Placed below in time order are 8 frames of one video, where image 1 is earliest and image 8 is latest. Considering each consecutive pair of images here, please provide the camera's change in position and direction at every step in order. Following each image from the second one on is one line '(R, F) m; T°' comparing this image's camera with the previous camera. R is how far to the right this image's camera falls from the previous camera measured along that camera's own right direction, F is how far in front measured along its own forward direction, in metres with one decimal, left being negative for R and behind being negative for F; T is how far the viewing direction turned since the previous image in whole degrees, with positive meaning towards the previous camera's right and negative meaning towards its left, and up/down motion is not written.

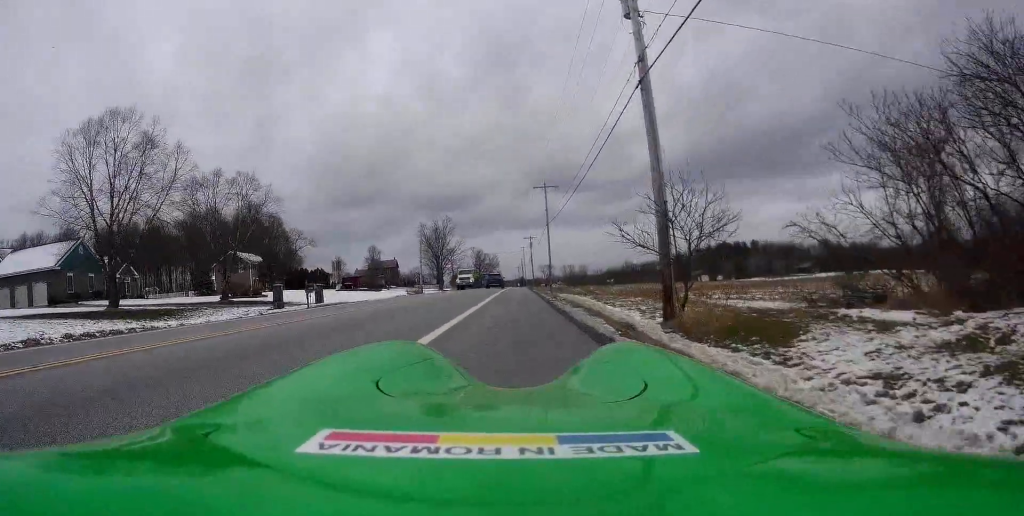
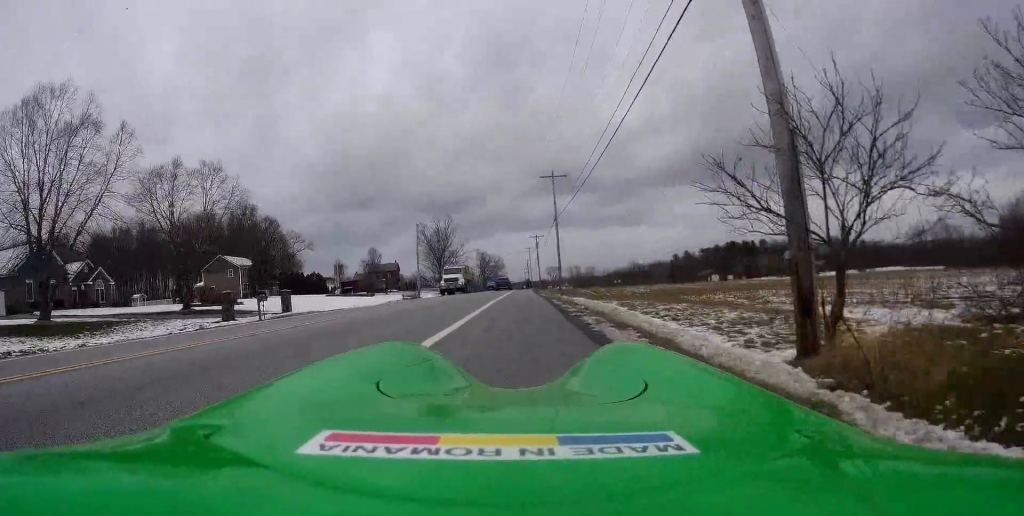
(-0.1, +6.7) m; 0°
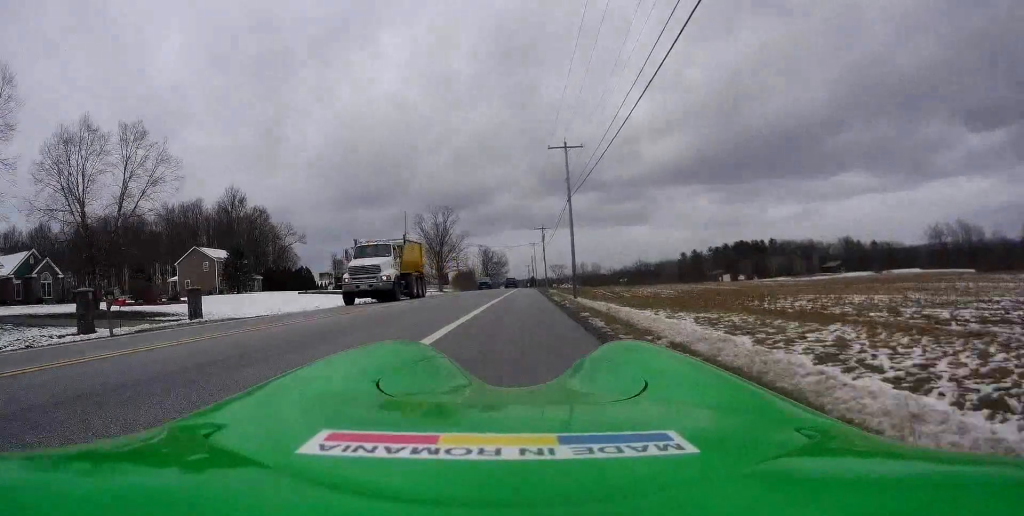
(+0.2, +11.0) m; 0°
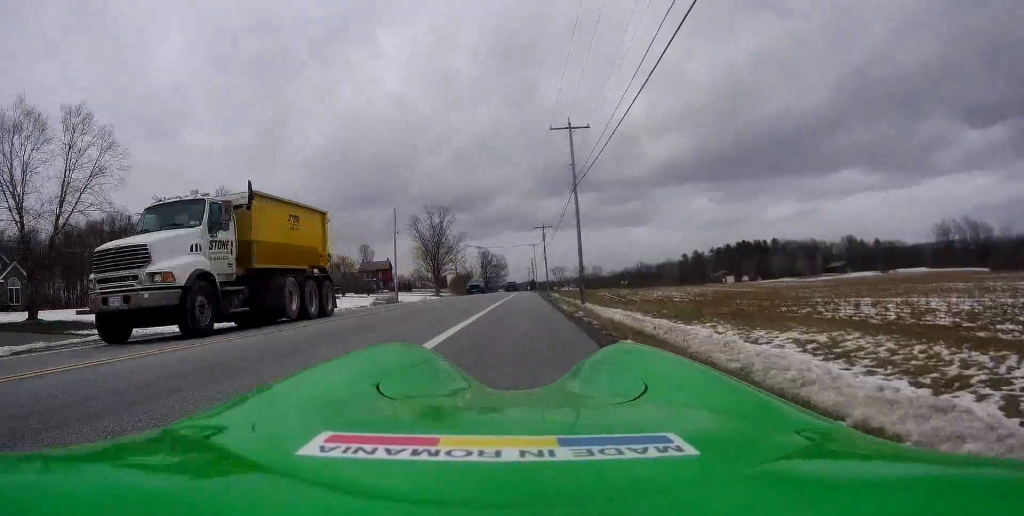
(0.0, +5.2) m; 0°
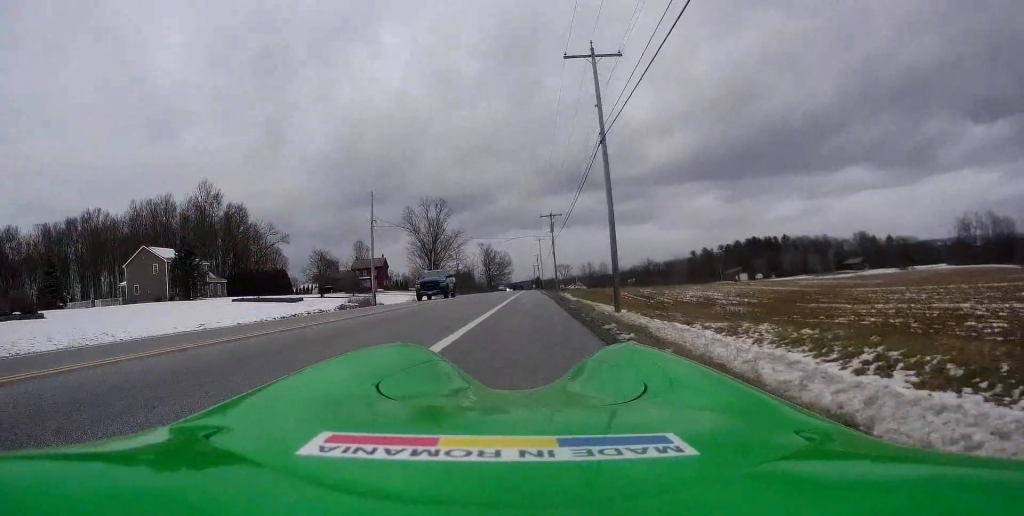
(-0.1, +11.4) m; 0°
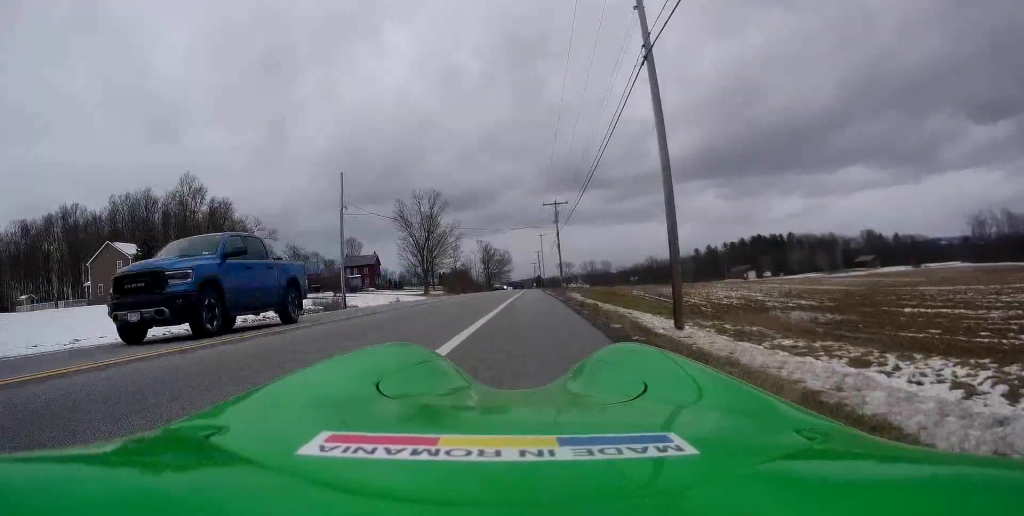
(+0.1, +9.0) m; 0°
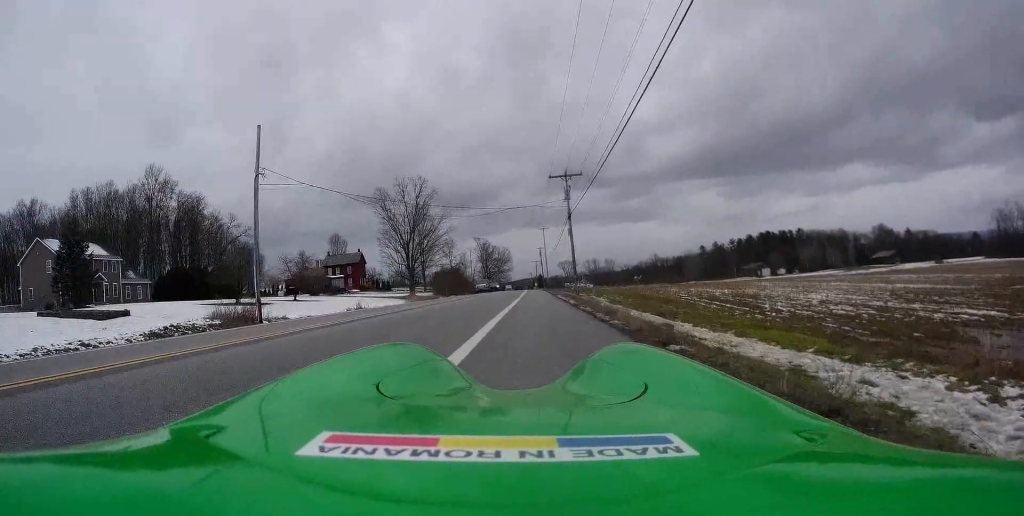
(-0.3, +14.6) m; -2°
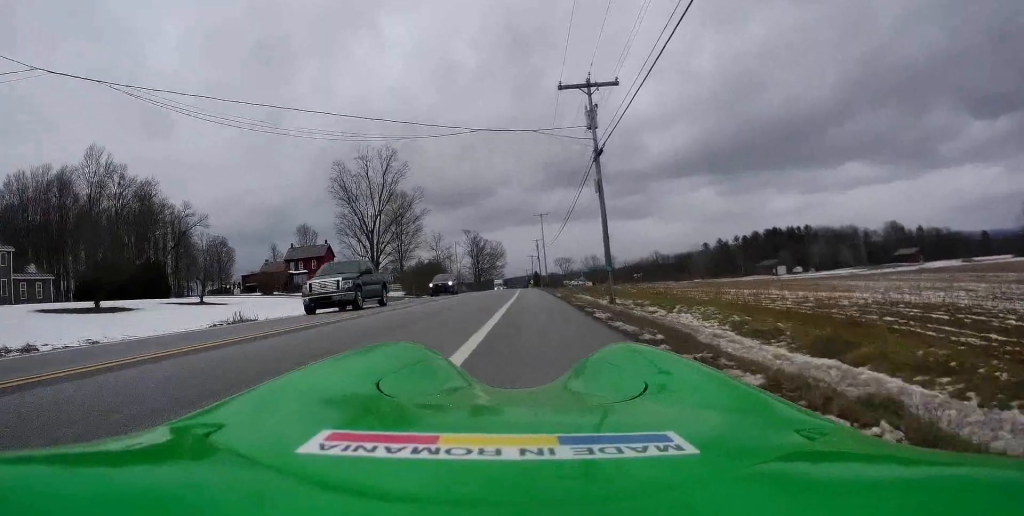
(-0.4, +19.8) m; +1°
